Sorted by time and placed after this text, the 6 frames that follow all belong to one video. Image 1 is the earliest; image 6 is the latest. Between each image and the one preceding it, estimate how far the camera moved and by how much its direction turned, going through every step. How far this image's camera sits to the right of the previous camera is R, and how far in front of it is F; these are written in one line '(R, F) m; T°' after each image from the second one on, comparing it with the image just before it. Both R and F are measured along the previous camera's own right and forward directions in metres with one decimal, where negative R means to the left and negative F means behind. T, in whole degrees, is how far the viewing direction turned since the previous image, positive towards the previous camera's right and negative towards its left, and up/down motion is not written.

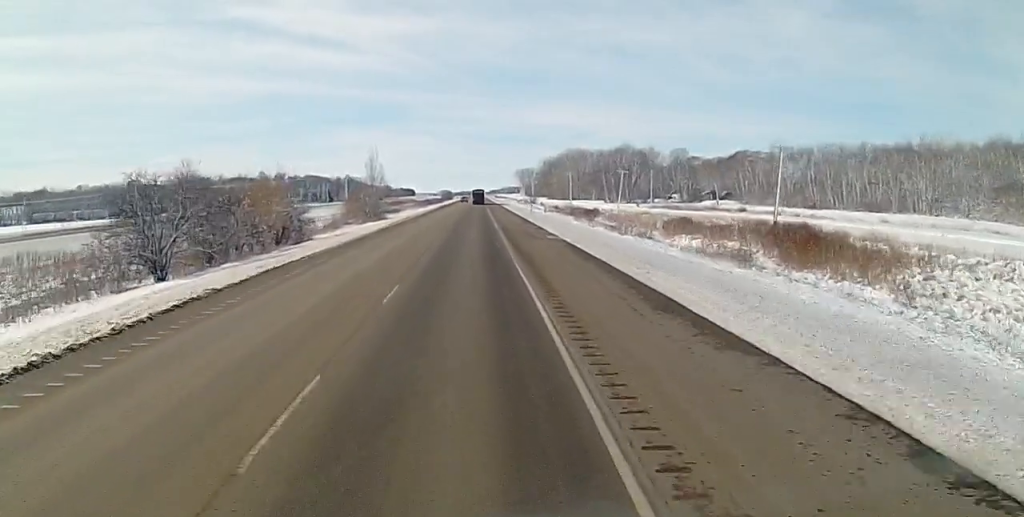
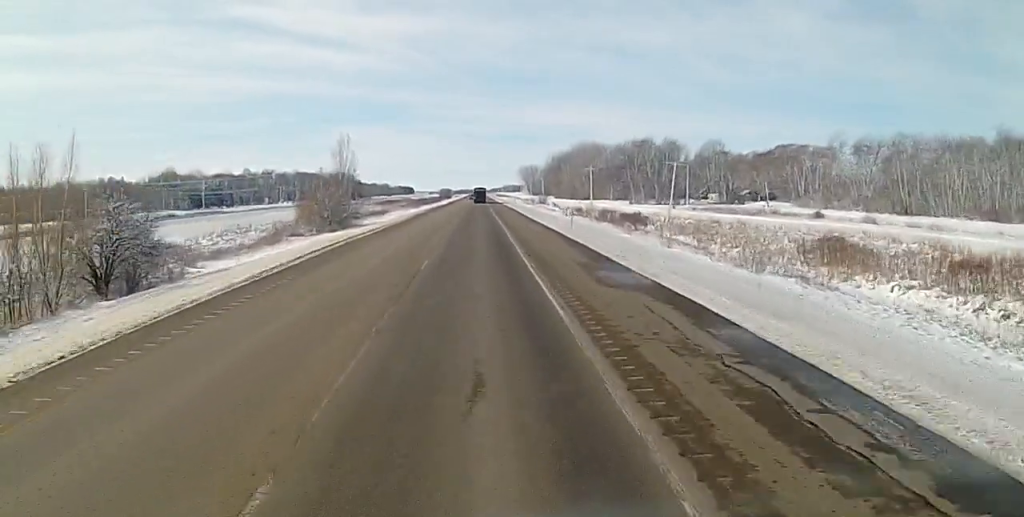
(+0.8, +41.6) m; +1°
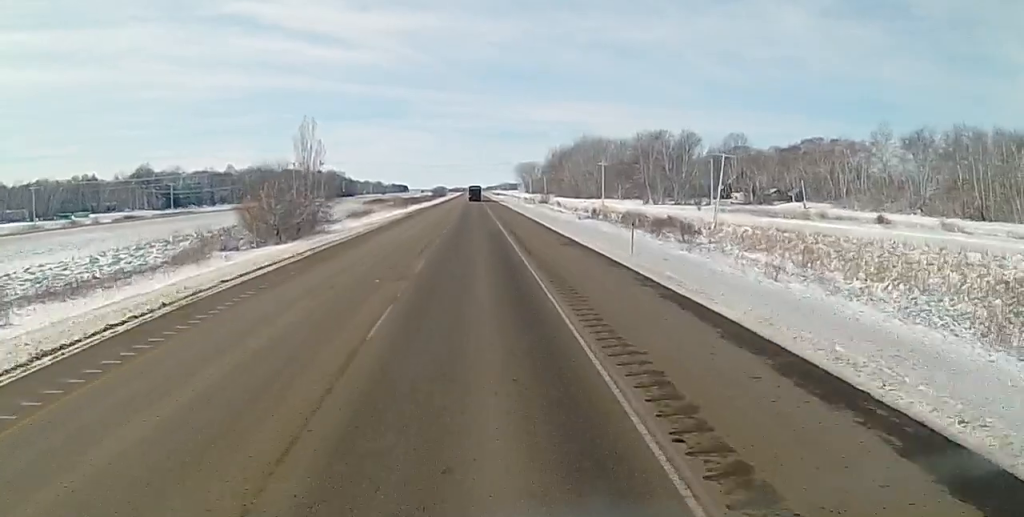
(-0.4, +25.7) m; -1°
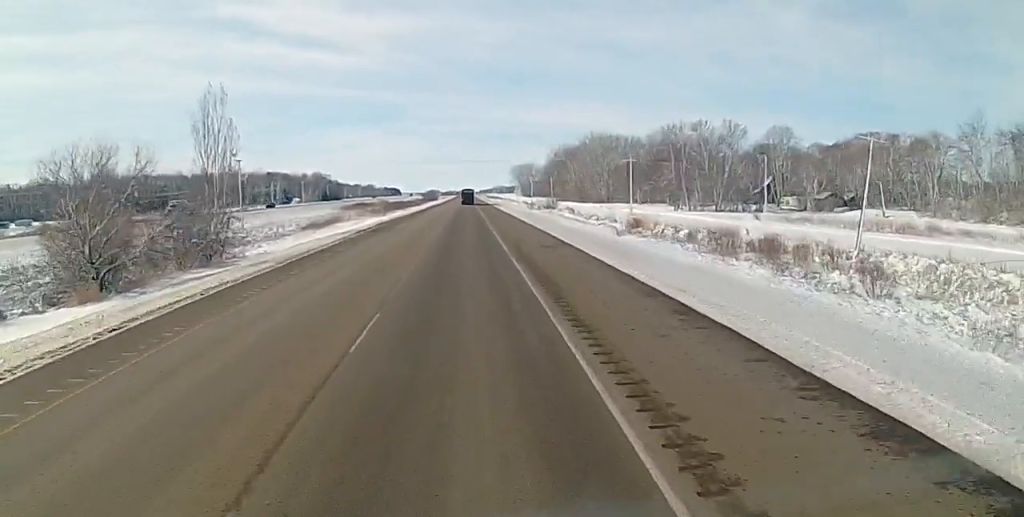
(+0.4, +38.0) m; +1°
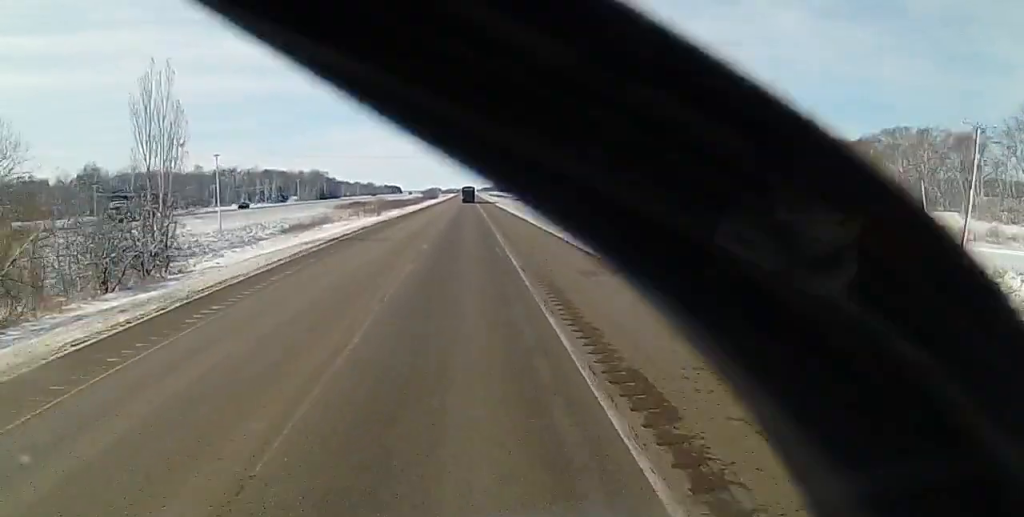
(0.0, +13.5) m; 0°
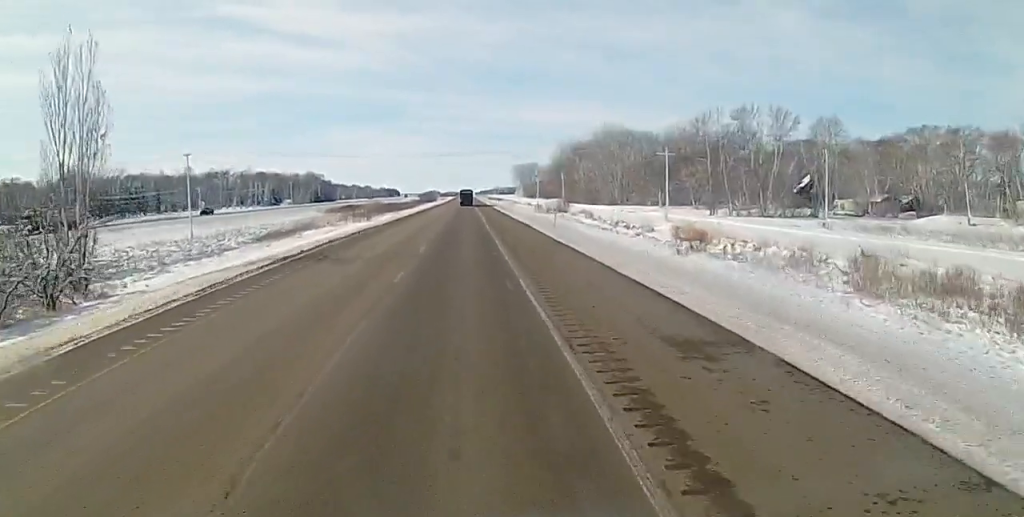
(0.0, +12.8) m; -1°
